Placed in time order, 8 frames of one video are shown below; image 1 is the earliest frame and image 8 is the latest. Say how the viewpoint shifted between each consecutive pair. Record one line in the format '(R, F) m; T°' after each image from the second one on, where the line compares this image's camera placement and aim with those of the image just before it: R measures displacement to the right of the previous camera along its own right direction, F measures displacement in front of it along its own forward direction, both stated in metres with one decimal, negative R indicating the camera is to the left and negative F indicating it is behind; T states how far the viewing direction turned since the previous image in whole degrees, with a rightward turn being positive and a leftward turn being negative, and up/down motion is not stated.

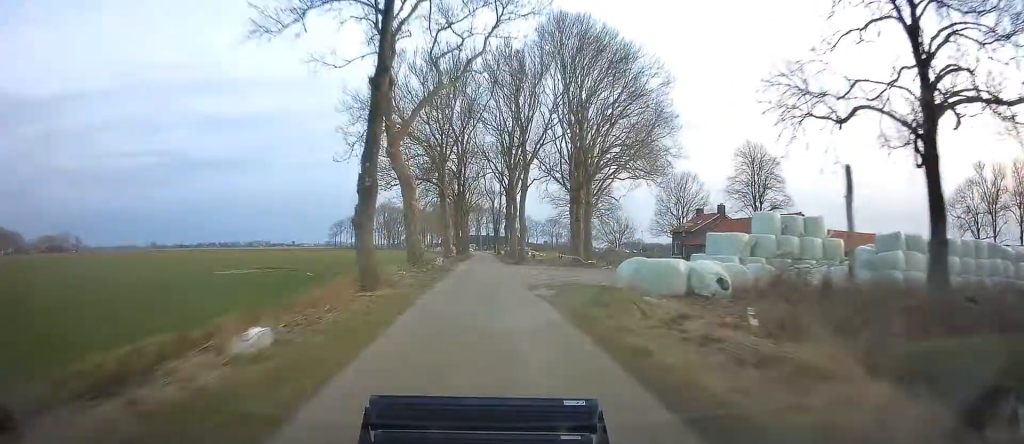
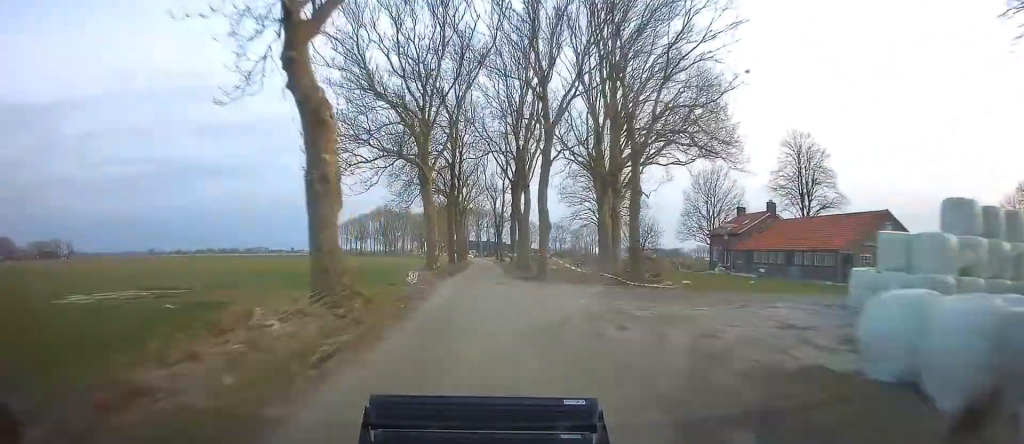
(0.0, +13.7) m; 0°
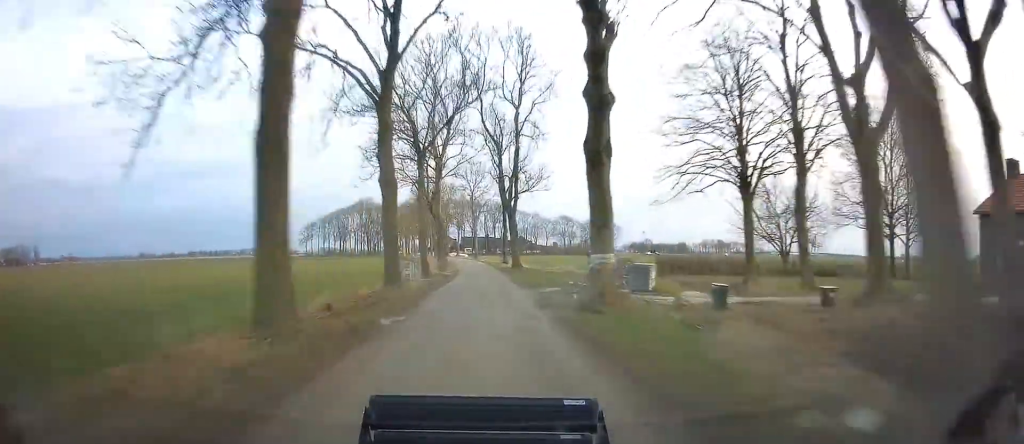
(+0.2, +43.2) m; 0°
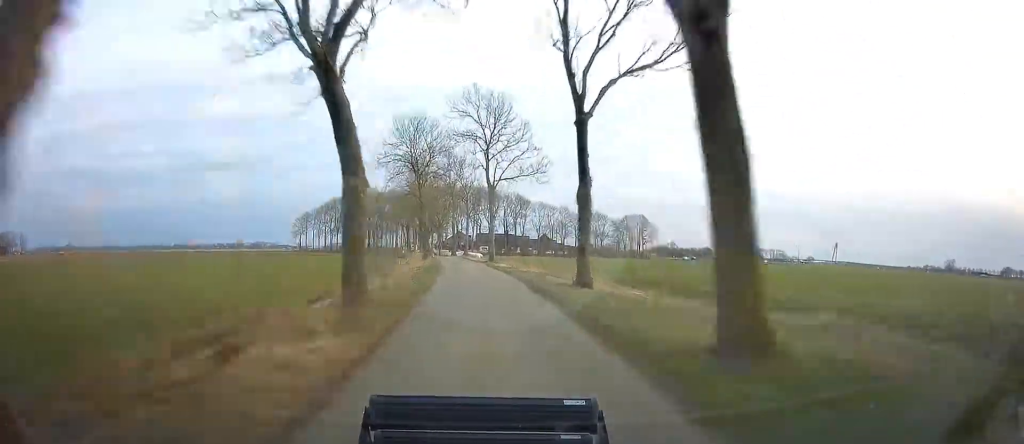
(-0.2, +37.6) m; -2°
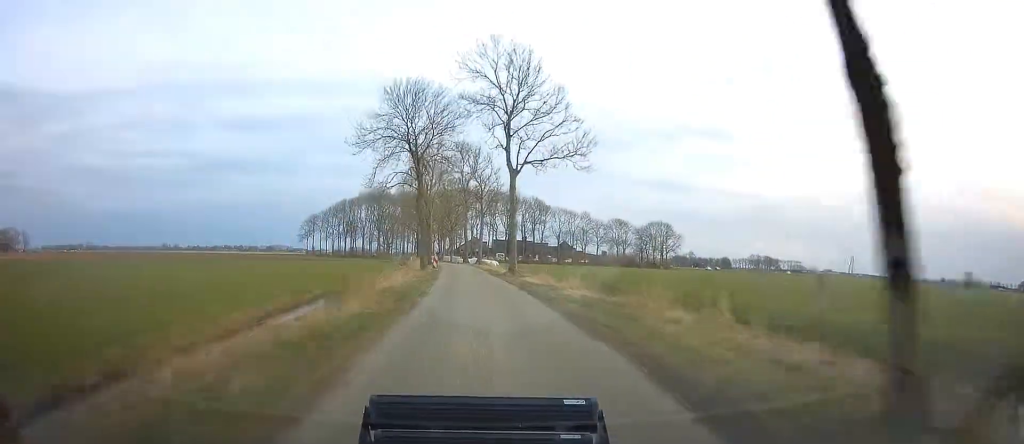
(-0.2, +12.2) m; -1°
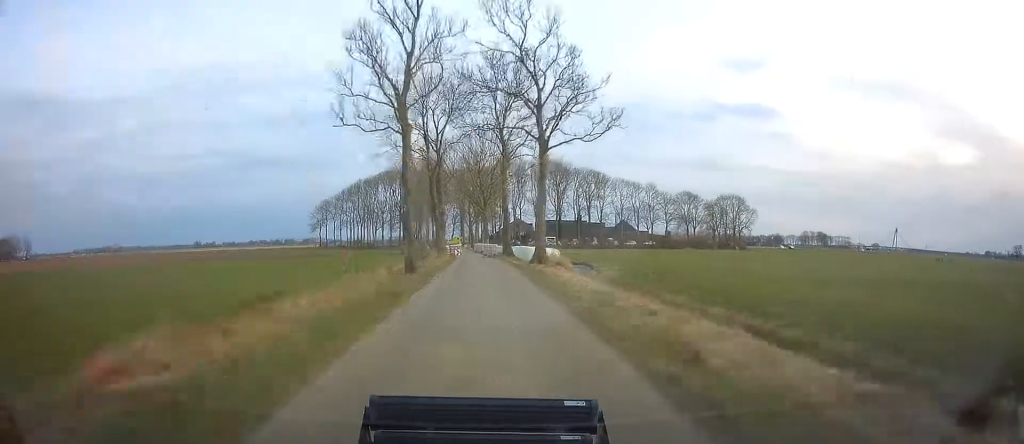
(-1.1, +37.9) m; -3°
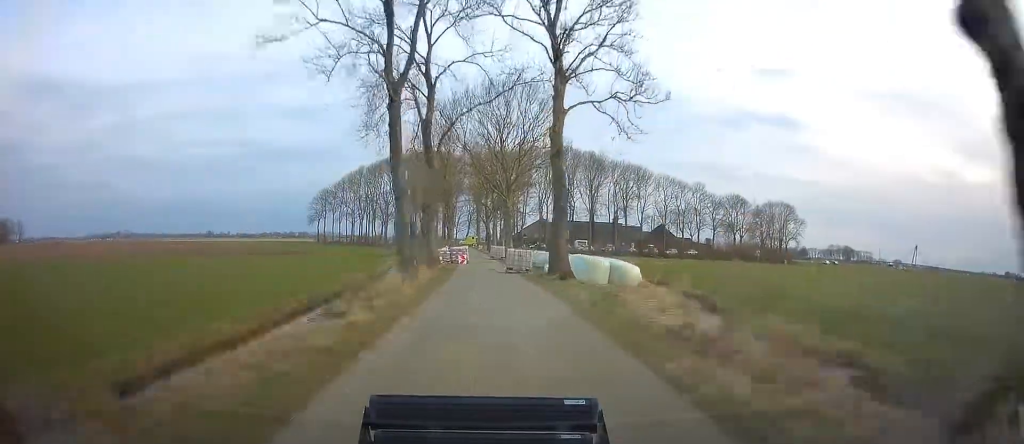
(-0.5, +26.9) m; -2°
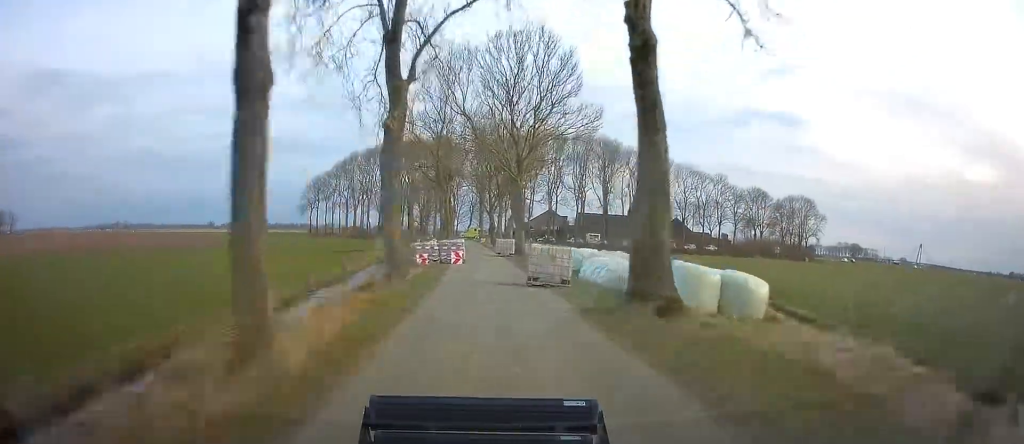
(-0.1, +13.3) m; -1°
